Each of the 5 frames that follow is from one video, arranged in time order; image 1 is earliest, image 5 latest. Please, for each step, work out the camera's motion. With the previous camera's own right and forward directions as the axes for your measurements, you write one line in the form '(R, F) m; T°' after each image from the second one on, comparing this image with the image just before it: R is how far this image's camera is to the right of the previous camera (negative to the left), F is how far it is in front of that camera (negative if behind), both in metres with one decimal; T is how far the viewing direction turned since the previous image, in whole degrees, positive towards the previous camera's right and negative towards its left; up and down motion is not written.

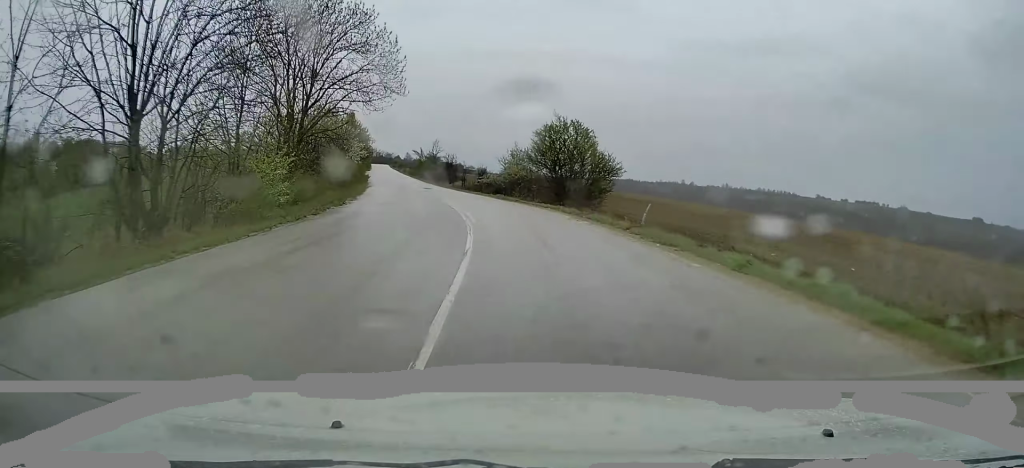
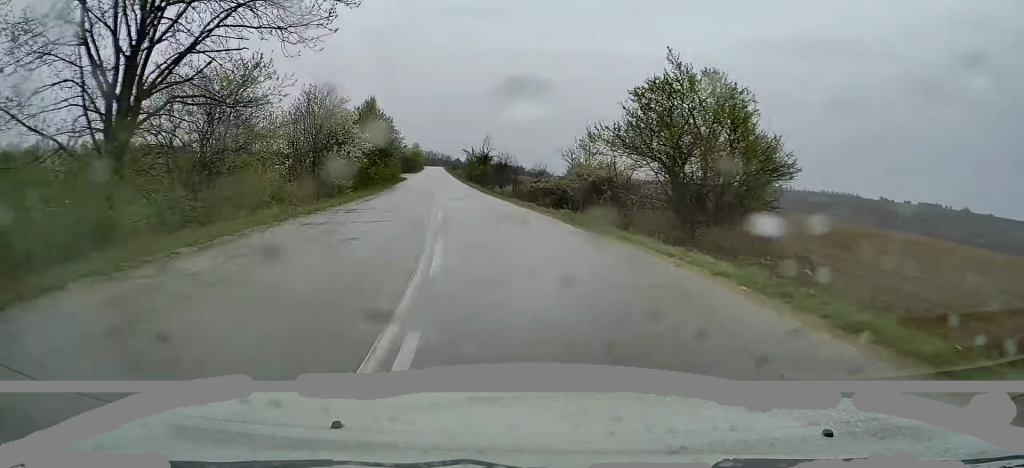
(-0.9, +17.7) m; -6°
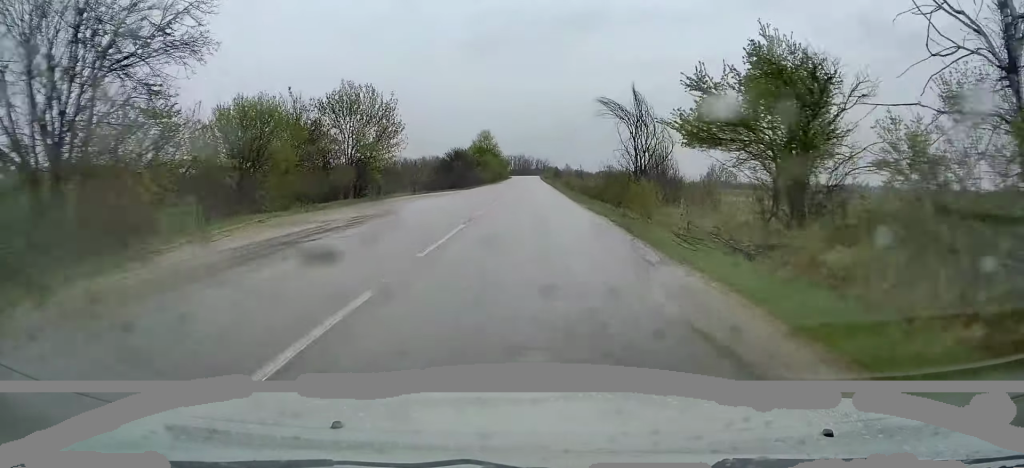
(-11.0, +90.9) m; -8°
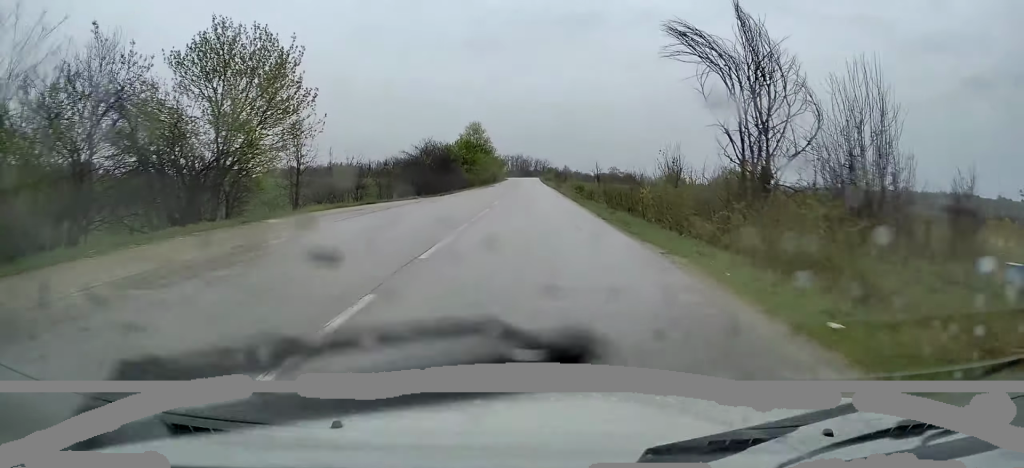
(+0.1, +17.9) m; 0°
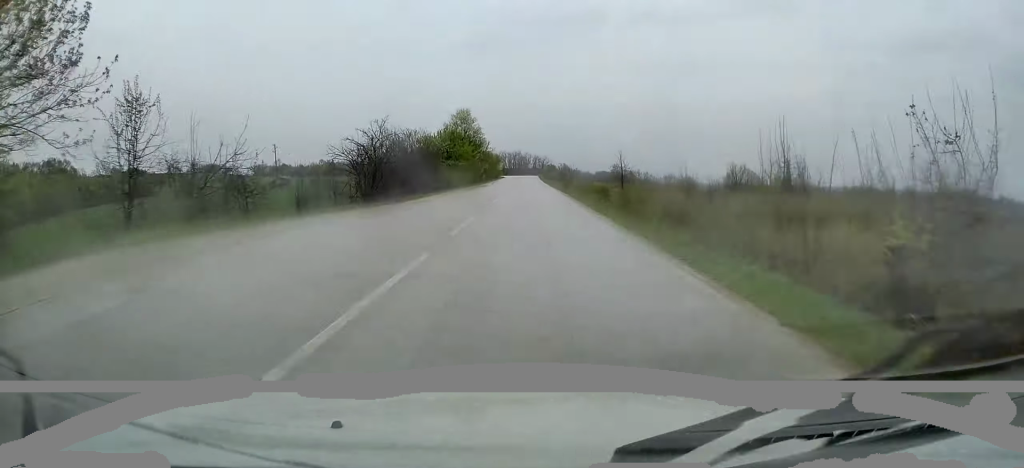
(0.0, +14.4) m; 0°
